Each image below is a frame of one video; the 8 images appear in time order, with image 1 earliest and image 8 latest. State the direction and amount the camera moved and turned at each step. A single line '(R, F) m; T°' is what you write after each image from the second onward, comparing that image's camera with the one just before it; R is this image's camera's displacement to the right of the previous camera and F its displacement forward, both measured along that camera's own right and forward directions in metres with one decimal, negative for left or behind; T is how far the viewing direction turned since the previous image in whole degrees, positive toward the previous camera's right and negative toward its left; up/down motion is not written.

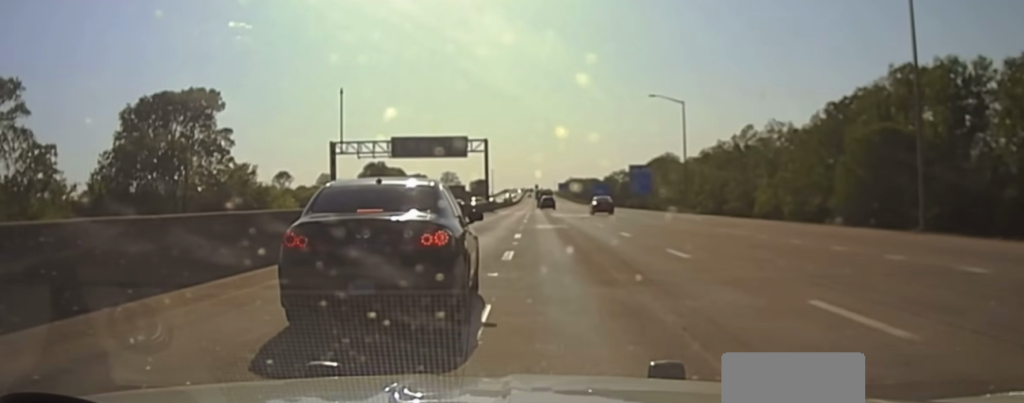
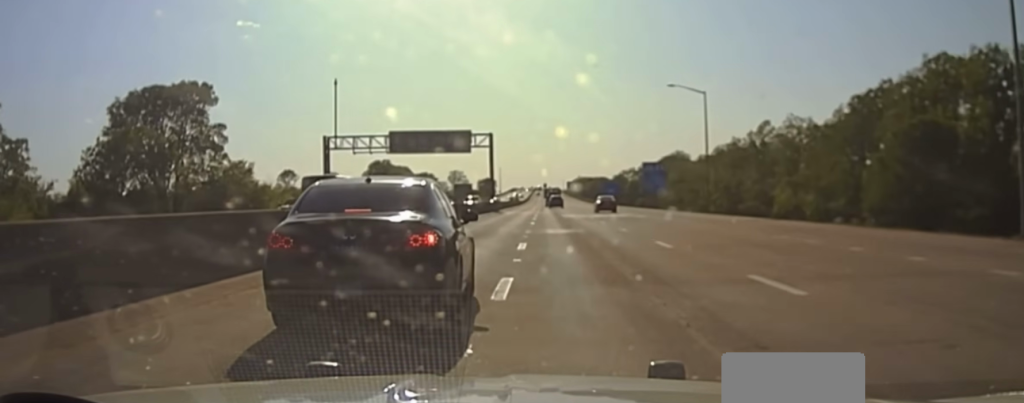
(0.0, +7.6) m; -1°
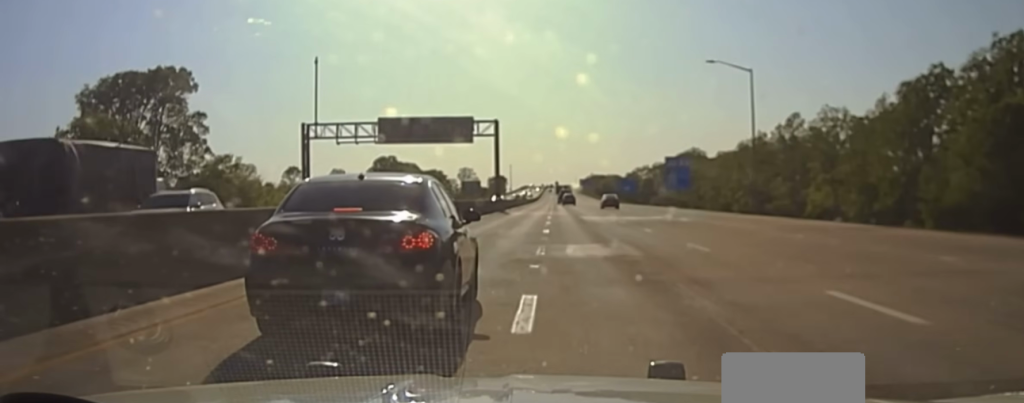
(-0.4, +14.8) m; -2°
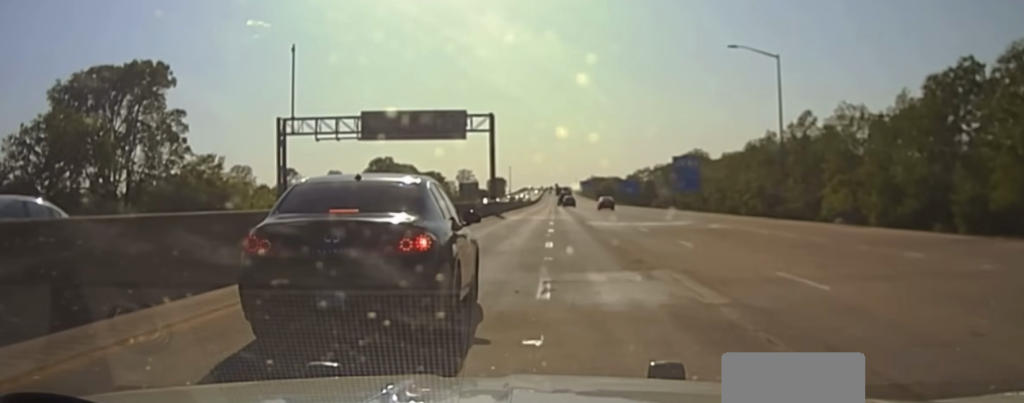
(0.0, +7.7) m; 0°
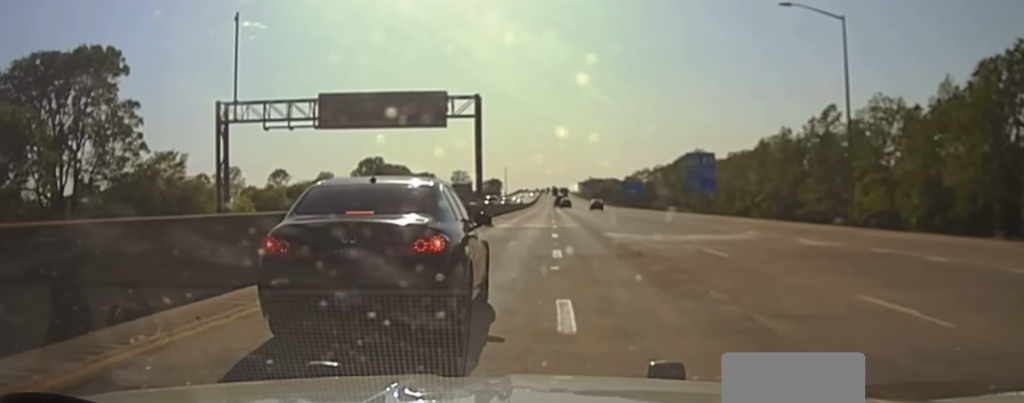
(0.0, +15.6) m; 0°
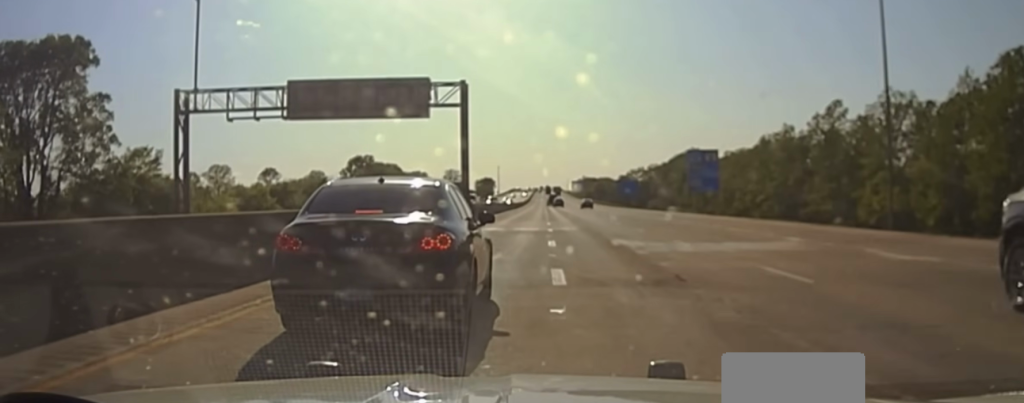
(0.0, +6.9) m; 0°
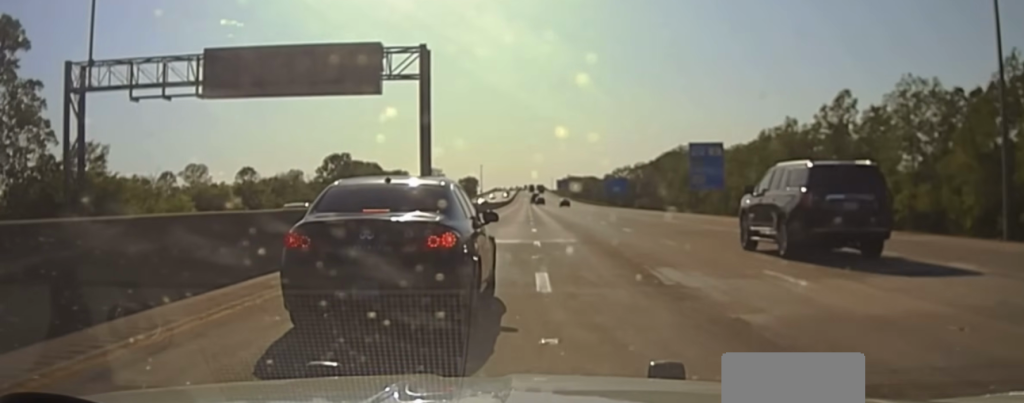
(0.0, +12.2) m; 0°
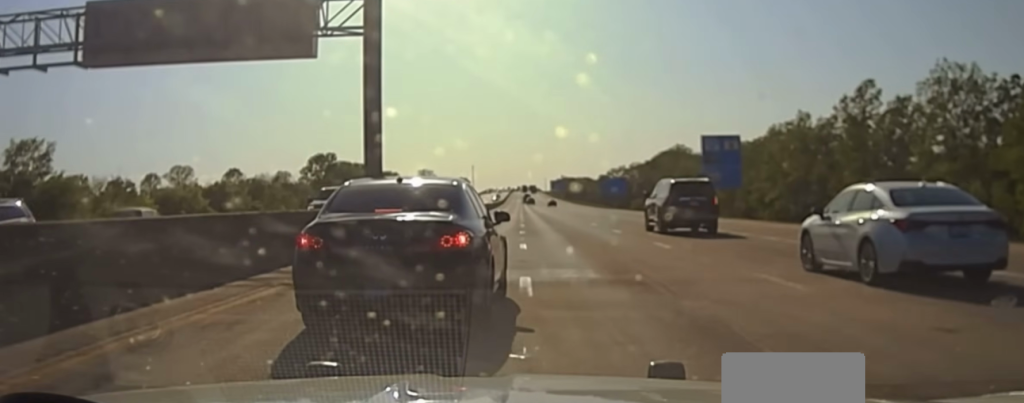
(0.0, +12.6) m; 0°
